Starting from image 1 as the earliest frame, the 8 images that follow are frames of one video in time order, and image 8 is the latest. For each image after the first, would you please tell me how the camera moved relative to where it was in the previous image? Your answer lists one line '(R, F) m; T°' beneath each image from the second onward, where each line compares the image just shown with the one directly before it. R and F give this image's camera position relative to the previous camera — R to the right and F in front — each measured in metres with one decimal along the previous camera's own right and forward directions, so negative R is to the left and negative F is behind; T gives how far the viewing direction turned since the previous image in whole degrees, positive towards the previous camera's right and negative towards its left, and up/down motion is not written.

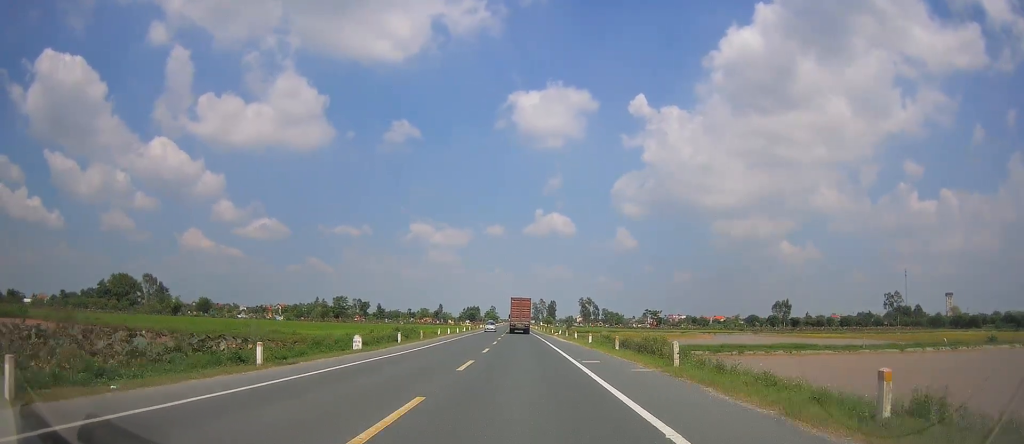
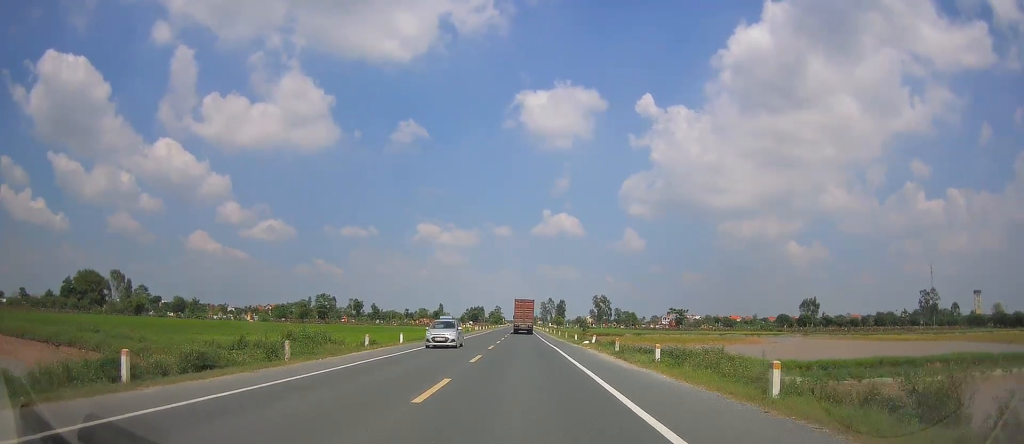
(-0.2, +26.5) m; -1°
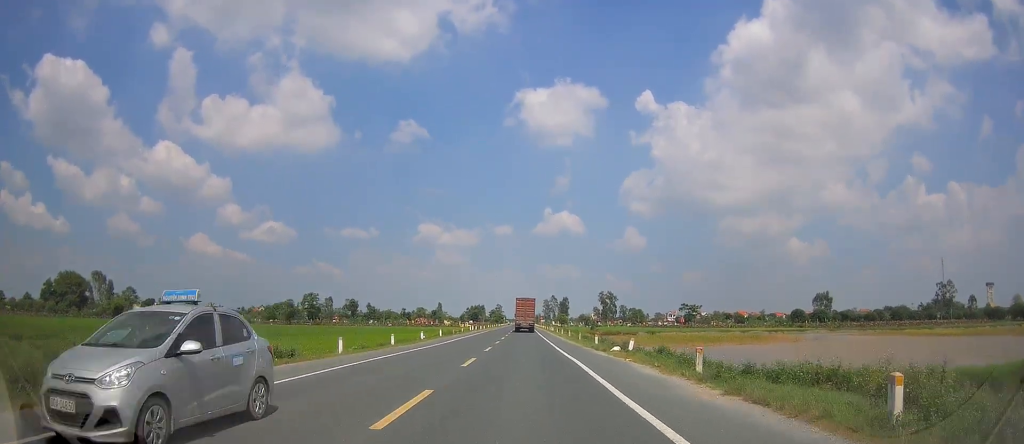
(0.0, +12.5) m; 0°
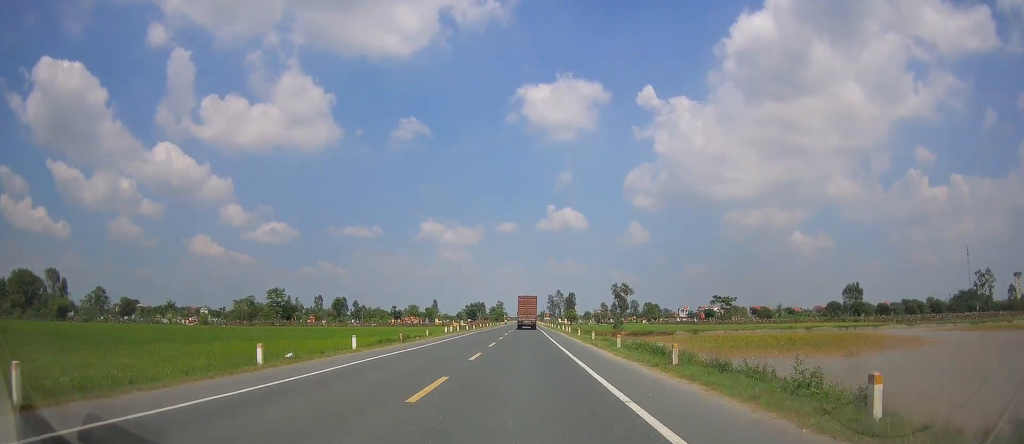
(-0.2, +27.5) m; 0°
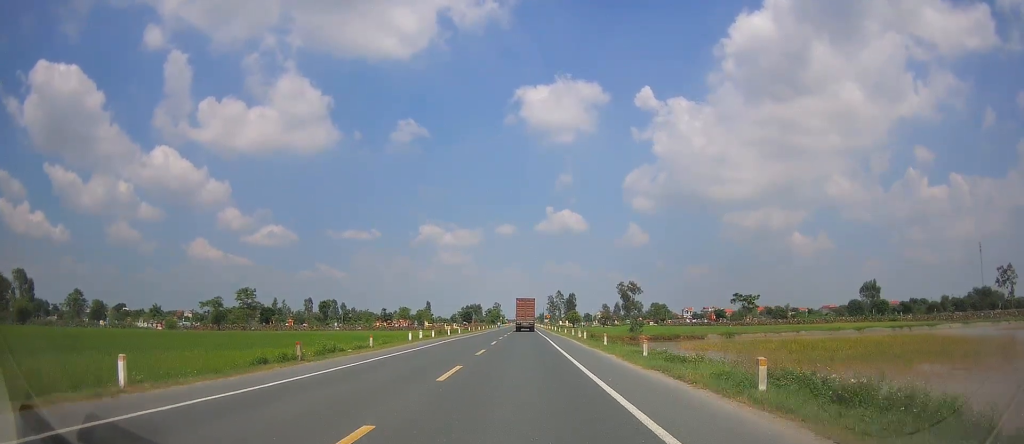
(+0.1, +16.4) m; 0°
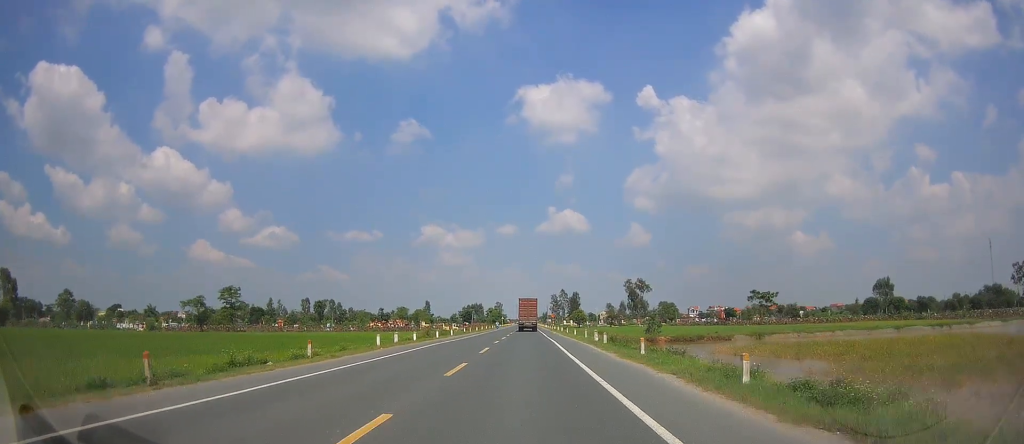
(0.0, +9.1) m; 0°
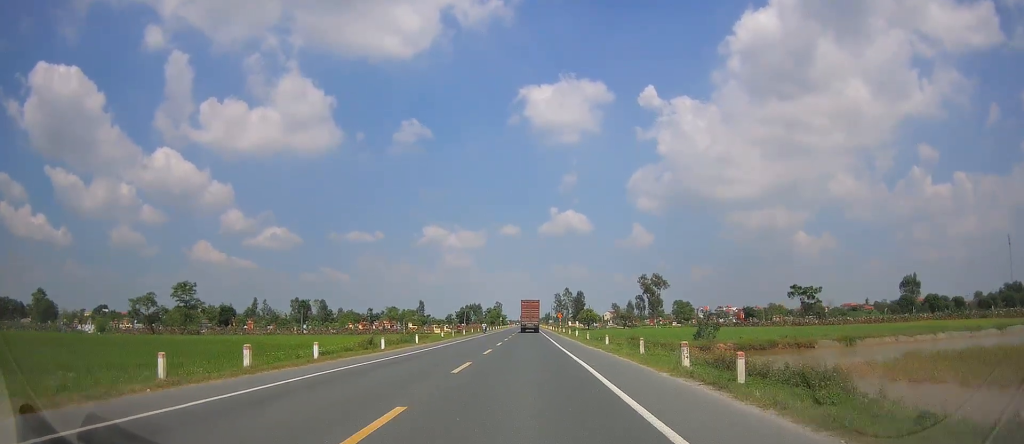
(0.0, +19.5) m; 0°
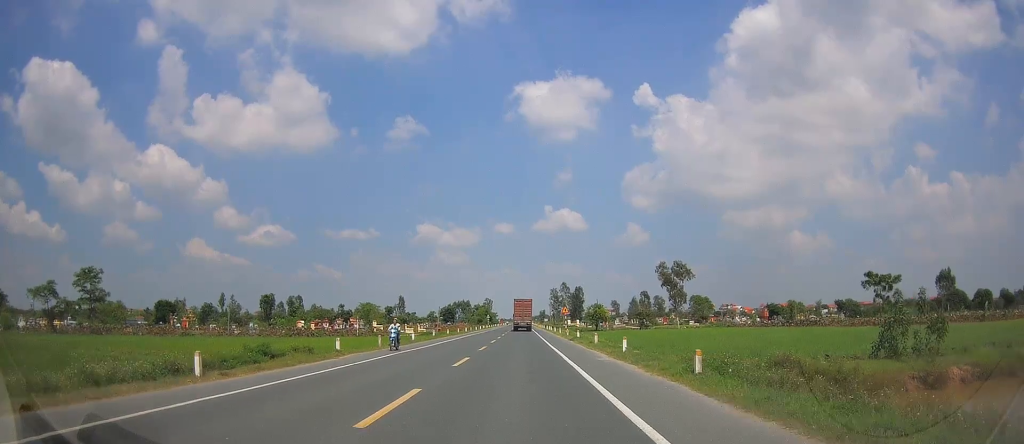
(-0.3, +27.3) m; 0°
